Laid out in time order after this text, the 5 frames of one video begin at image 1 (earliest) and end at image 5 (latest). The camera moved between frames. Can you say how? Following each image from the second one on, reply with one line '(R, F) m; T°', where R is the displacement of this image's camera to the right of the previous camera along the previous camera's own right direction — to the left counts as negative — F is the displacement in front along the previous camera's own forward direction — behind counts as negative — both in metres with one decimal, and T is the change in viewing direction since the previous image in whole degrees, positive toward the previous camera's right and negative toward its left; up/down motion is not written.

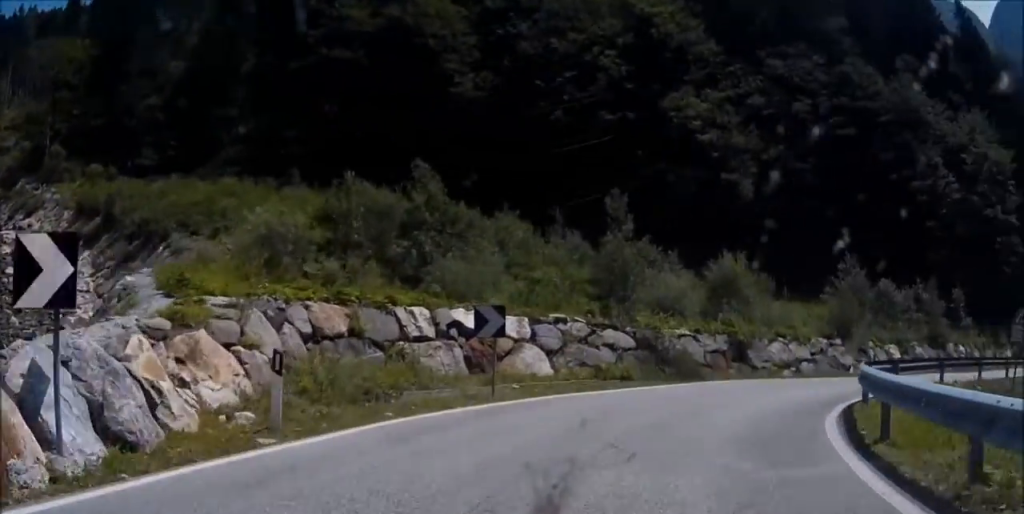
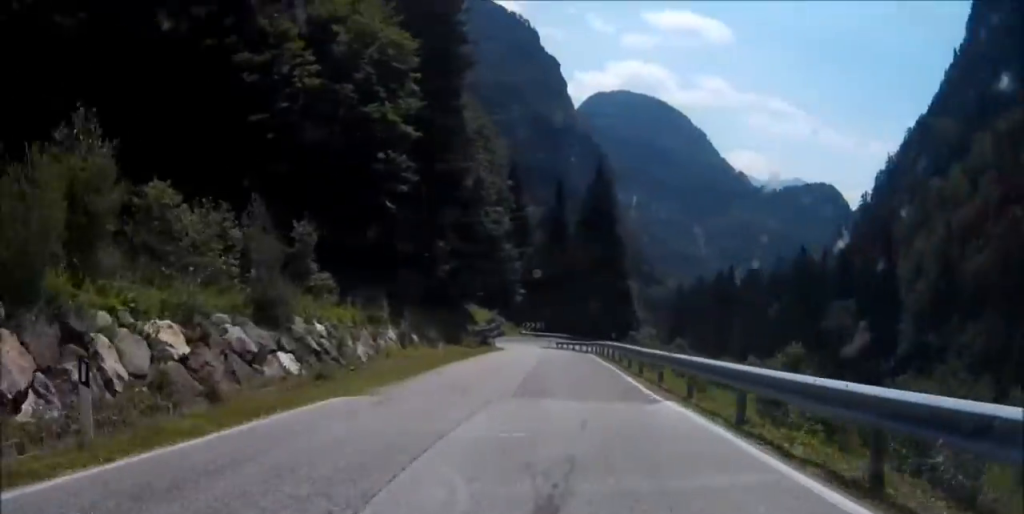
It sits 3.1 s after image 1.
(+11.7, +24.2) m; +37°
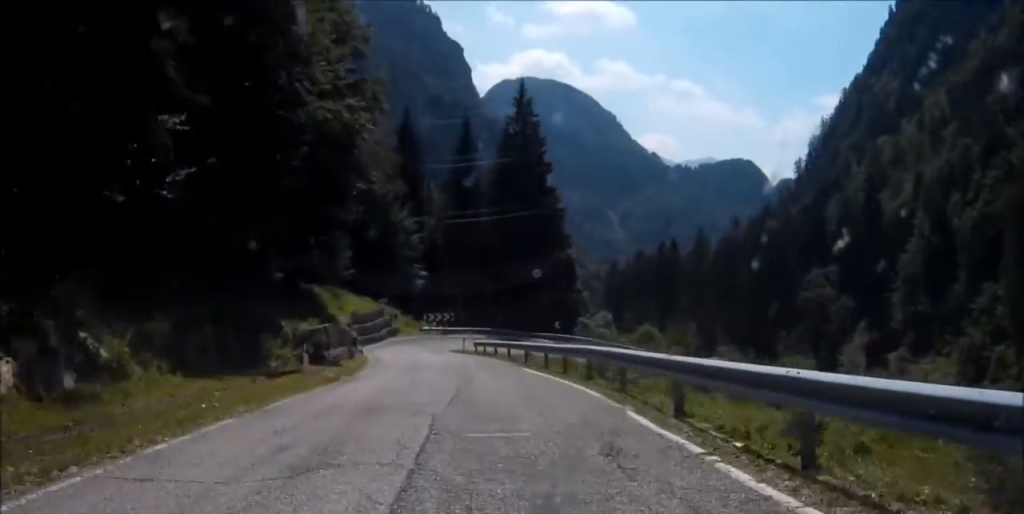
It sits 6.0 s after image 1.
(+1.9, +29.6) m; +2°
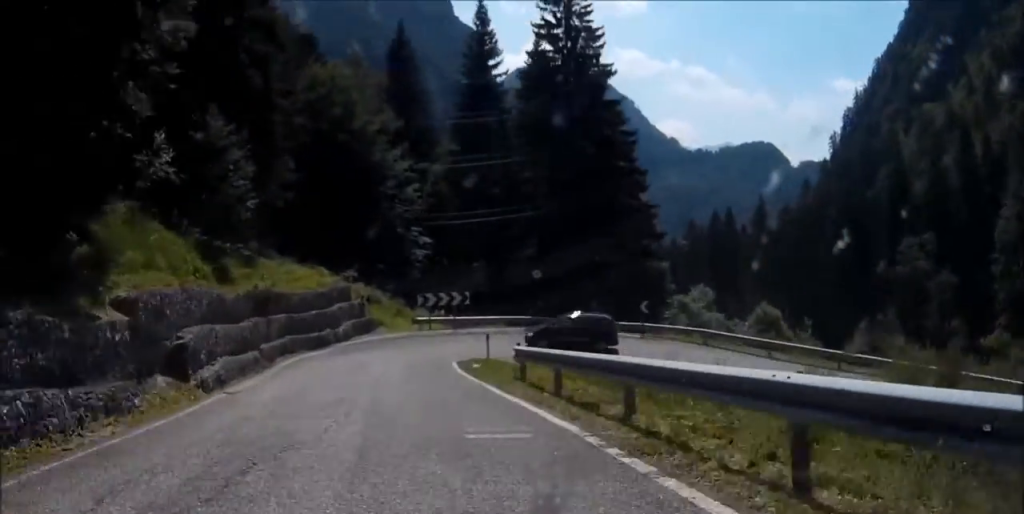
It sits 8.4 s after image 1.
(-0.7, +22.8) m; -3°
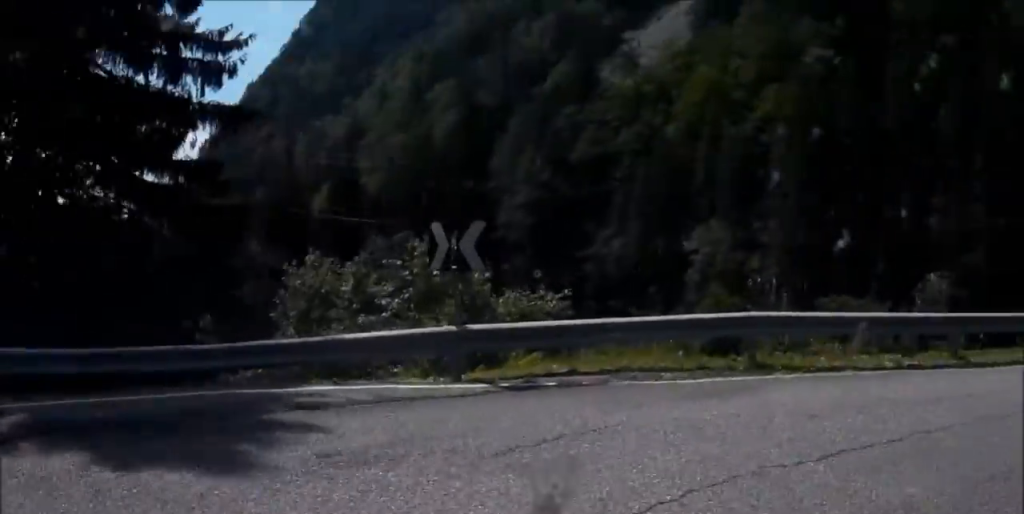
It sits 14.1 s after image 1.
(+10.5, +25.5) m; +116°
